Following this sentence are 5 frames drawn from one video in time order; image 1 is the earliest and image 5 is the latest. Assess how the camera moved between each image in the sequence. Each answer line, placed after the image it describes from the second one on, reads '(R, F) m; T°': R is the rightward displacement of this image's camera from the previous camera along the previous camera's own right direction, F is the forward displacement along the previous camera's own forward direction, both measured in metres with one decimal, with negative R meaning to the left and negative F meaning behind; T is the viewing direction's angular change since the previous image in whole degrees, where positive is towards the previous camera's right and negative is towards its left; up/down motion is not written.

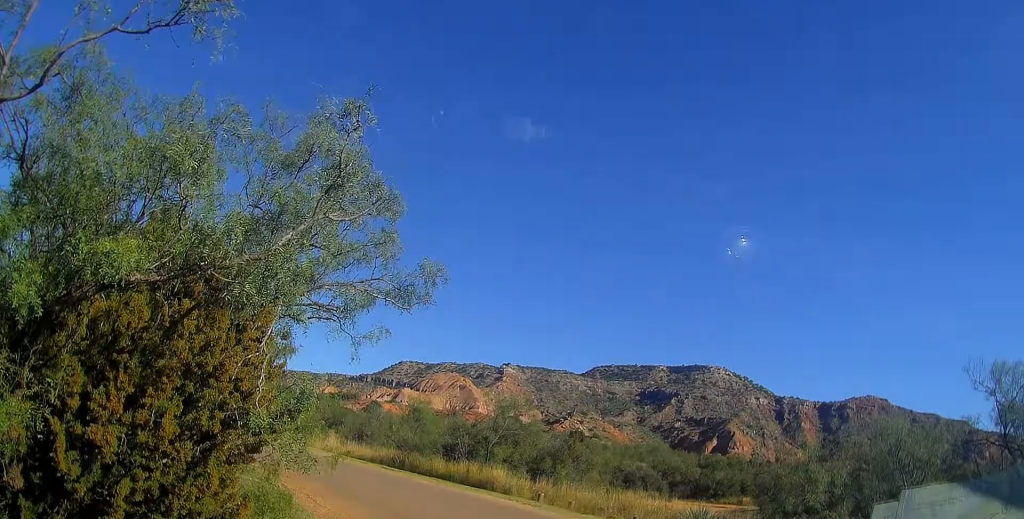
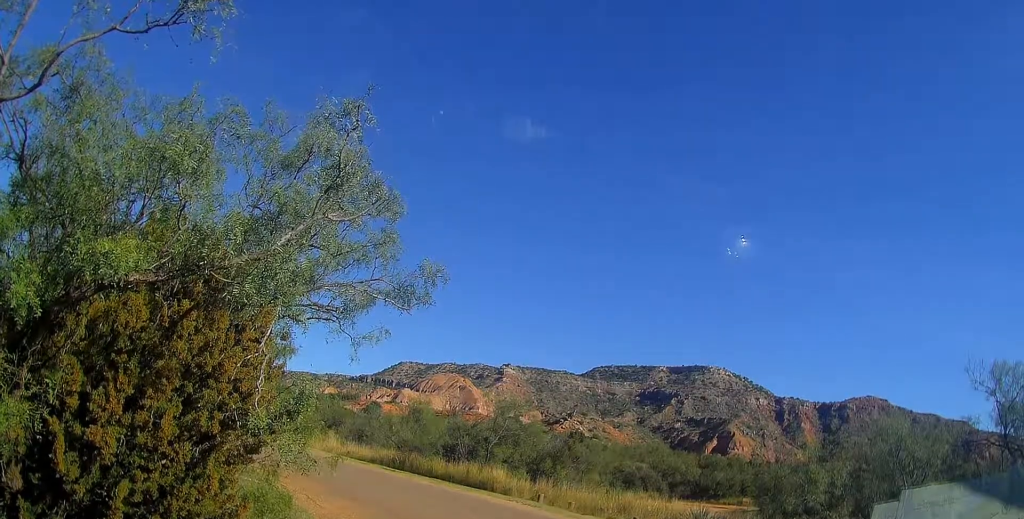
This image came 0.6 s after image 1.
(0.0, 0.0) m; 0°
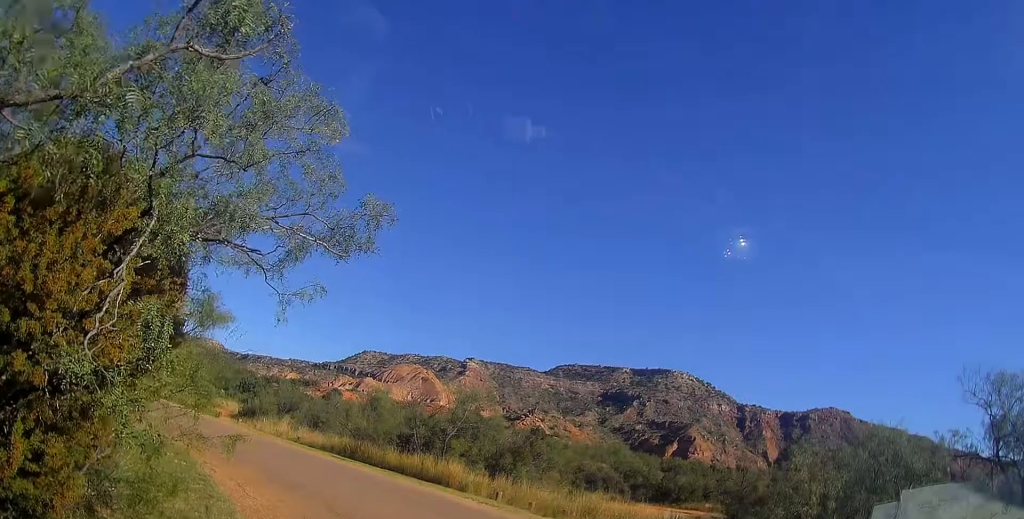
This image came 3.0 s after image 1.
(+0.3, +0.2) m; +2°
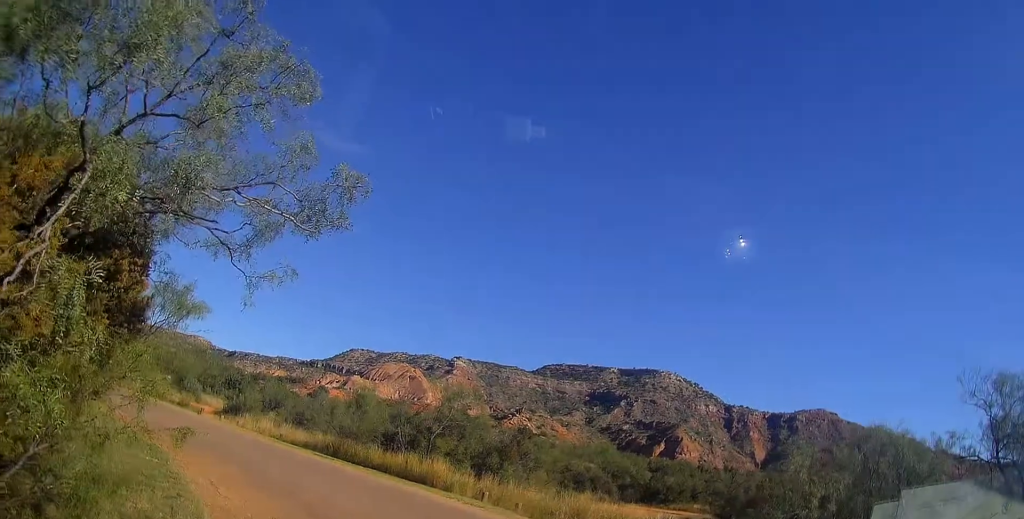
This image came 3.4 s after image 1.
(+0.3, +0.4) m; +6°
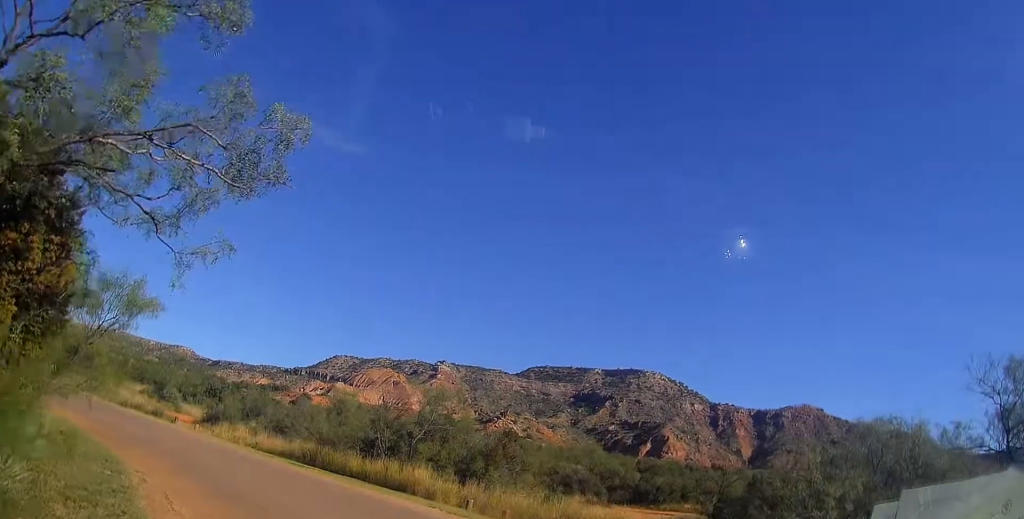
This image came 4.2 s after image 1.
(+0.1, +1.1) m; +1°
